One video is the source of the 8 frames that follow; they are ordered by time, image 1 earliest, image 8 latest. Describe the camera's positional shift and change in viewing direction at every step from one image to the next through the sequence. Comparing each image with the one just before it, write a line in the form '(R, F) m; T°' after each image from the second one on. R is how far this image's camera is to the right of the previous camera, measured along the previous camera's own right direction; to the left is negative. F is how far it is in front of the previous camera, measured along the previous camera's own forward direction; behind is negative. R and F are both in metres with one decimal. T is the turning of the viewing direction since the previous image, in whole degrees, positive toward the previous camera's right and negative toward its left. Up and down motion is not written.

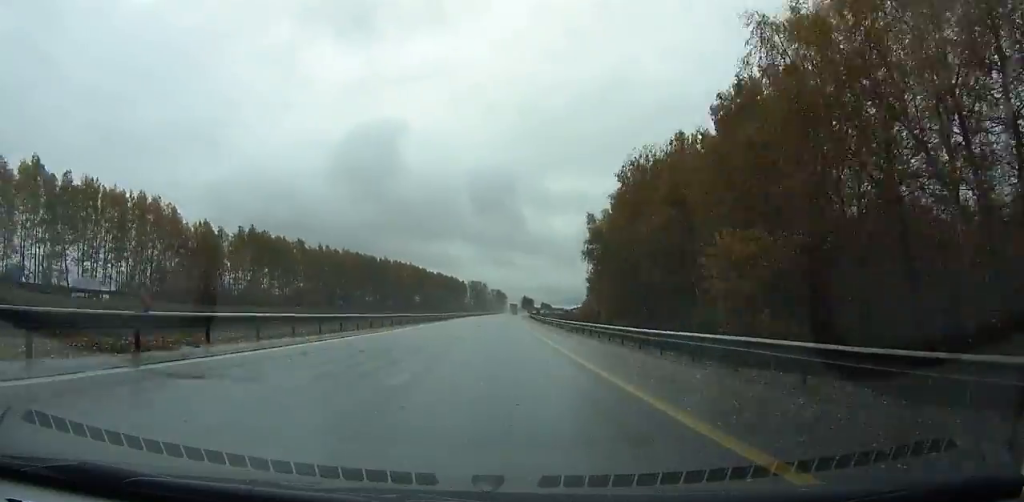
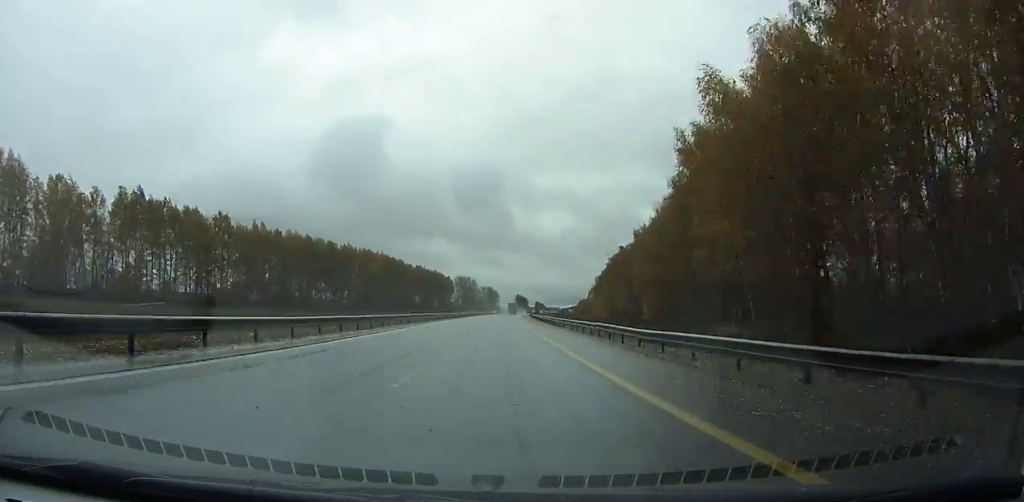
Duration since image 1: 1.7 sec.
(+0.3, +47.2) m; +1°
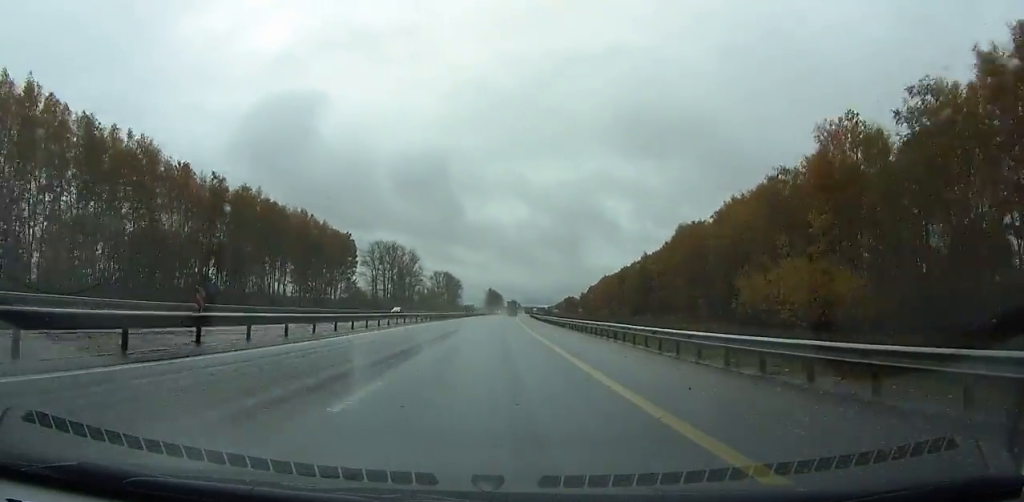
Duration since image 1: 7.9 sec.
(+4.6, +171.0) m; +3°
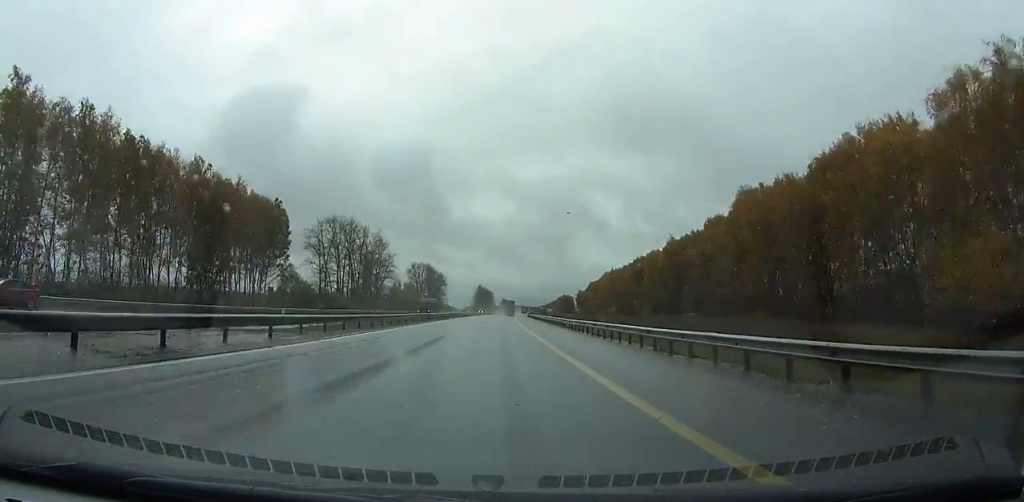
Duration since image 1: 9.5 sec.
(+0.2, +43.9) m; +1°
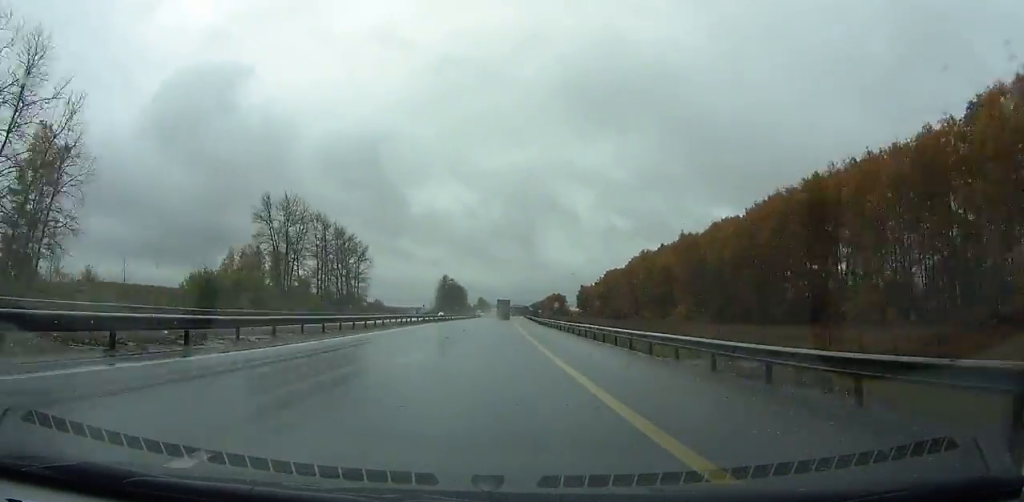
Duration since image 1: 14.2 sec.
(+2.2, +128.7) m; +2°
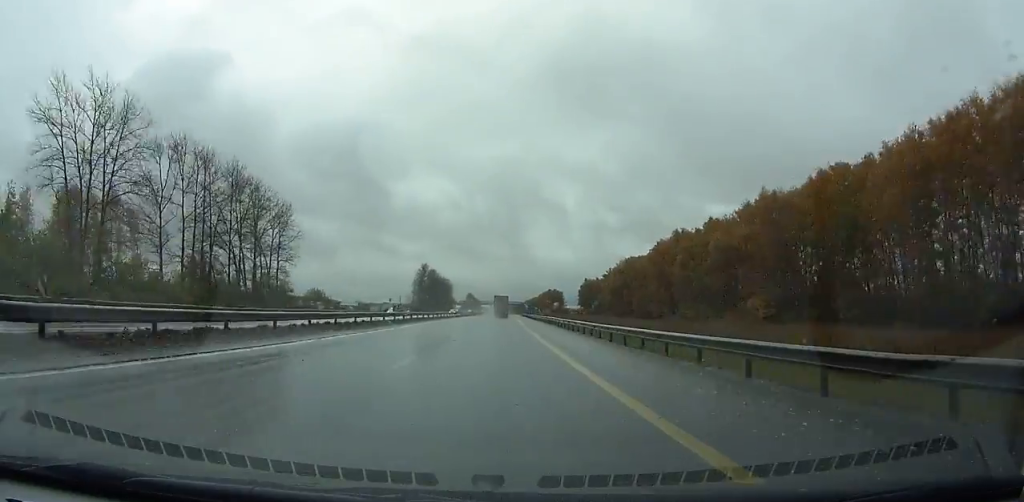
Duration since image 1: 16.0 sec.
(+0.3, +48.9) m; +1°
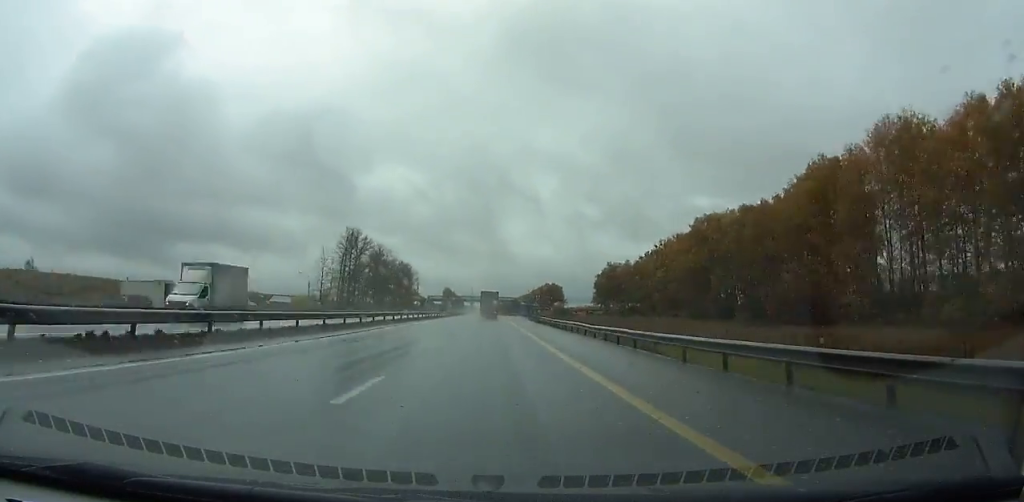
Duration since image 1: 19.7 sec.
(+1.3, +98.9) m; +1°
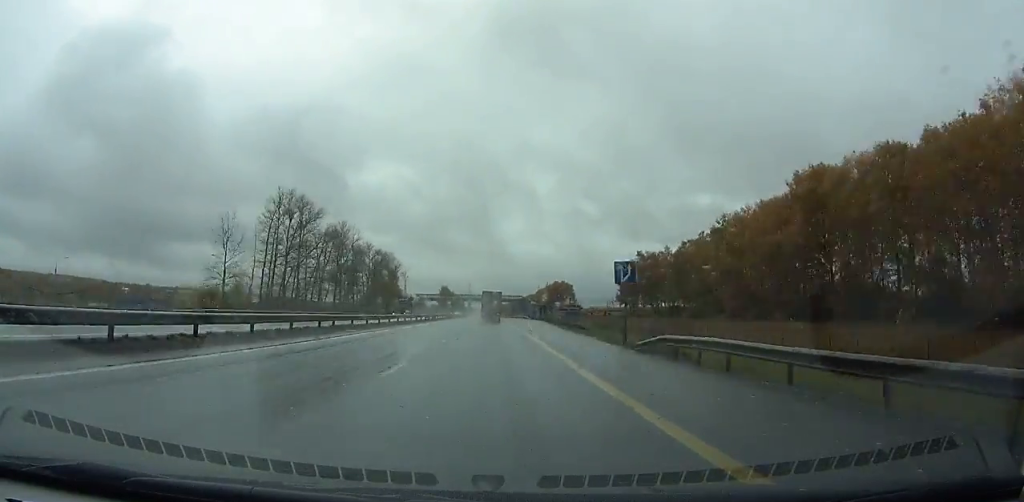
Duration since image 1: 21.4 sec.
(+0.4, +44.8) m; 0°
